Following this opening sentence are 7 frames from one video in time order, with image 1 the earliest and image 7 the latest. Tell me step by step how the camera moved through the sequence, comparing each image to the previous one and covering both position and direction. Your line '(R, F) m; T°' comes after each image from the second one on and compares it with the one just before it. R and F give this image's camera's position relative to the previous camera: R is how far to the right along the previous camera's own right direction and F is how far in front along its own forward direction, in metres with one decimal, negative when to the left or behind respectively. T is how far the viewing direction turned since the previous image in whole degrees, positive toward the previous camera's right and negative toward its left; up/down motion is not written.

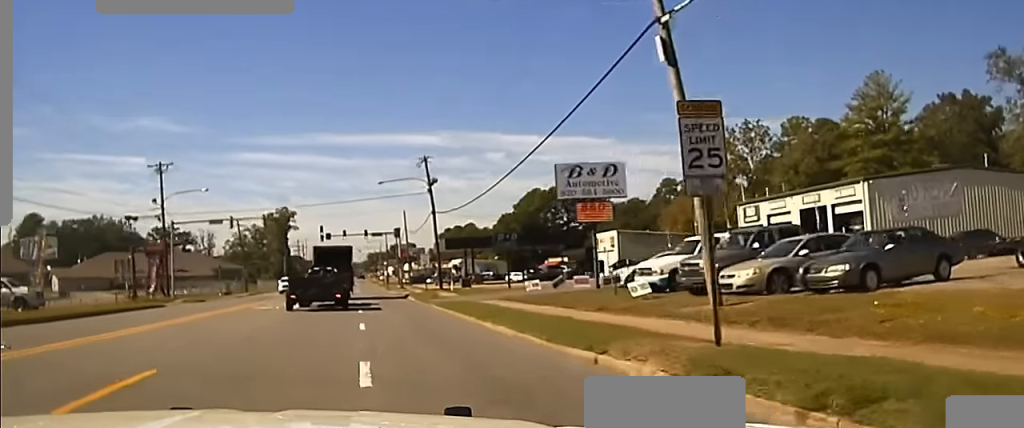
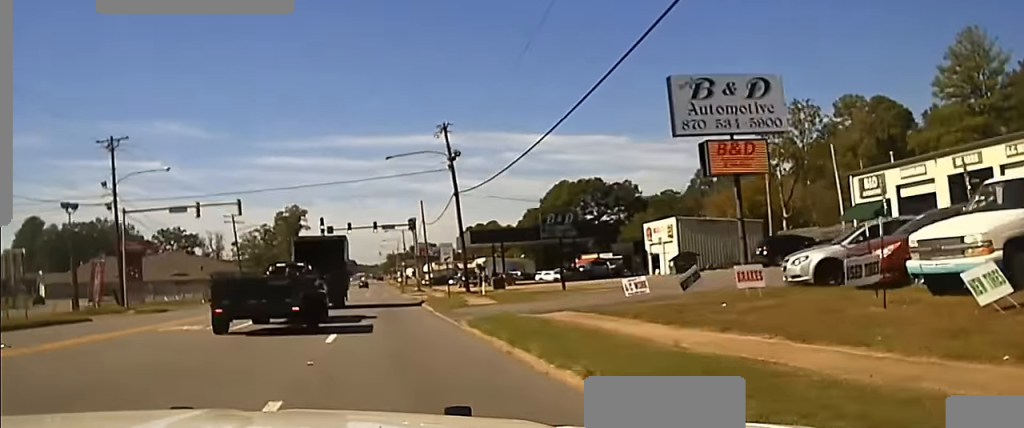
(0.0, +16.2) m; -1°
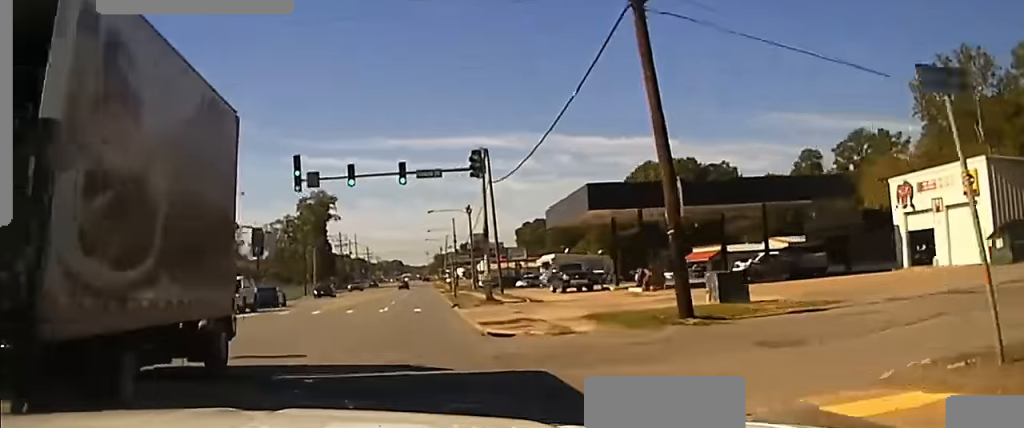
(-0.6, +41.5) m; -2°
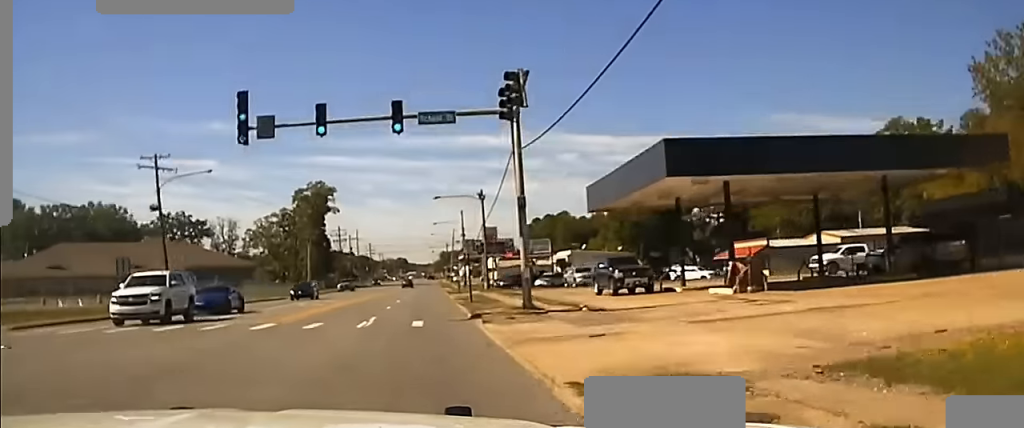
(0.0, +14.2) m; -1°
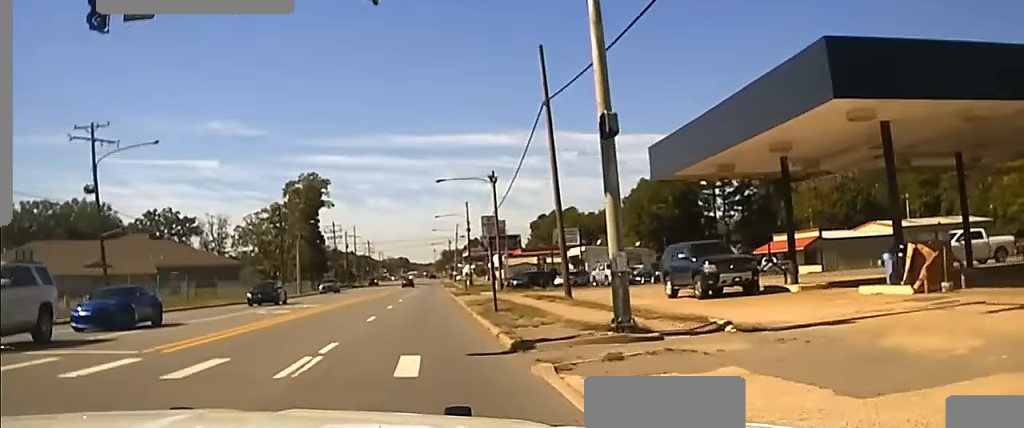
(-0.3, +12.7) m; 0°
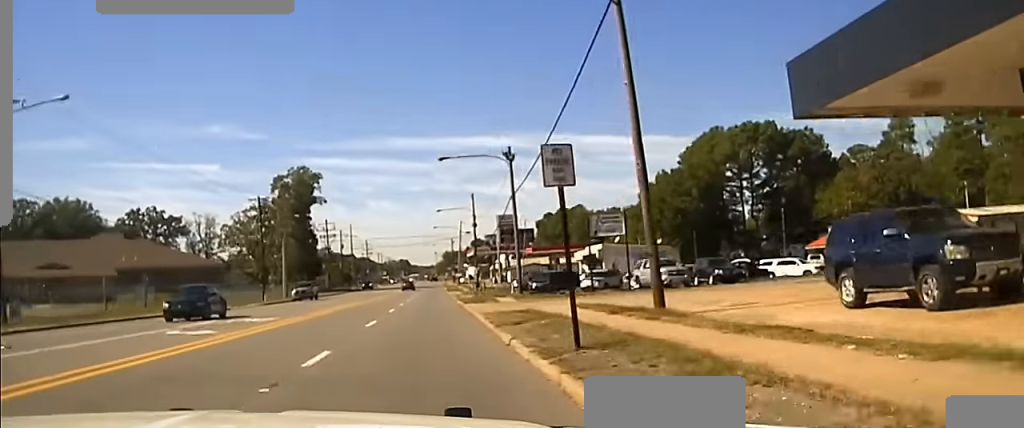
(-0.2, +13.4) m; 0°
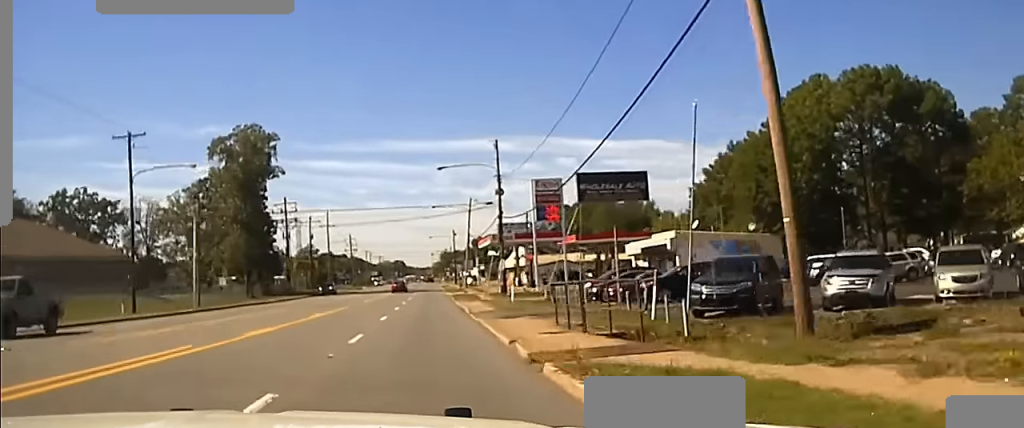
(+0.6, +40.8) m; +1°
